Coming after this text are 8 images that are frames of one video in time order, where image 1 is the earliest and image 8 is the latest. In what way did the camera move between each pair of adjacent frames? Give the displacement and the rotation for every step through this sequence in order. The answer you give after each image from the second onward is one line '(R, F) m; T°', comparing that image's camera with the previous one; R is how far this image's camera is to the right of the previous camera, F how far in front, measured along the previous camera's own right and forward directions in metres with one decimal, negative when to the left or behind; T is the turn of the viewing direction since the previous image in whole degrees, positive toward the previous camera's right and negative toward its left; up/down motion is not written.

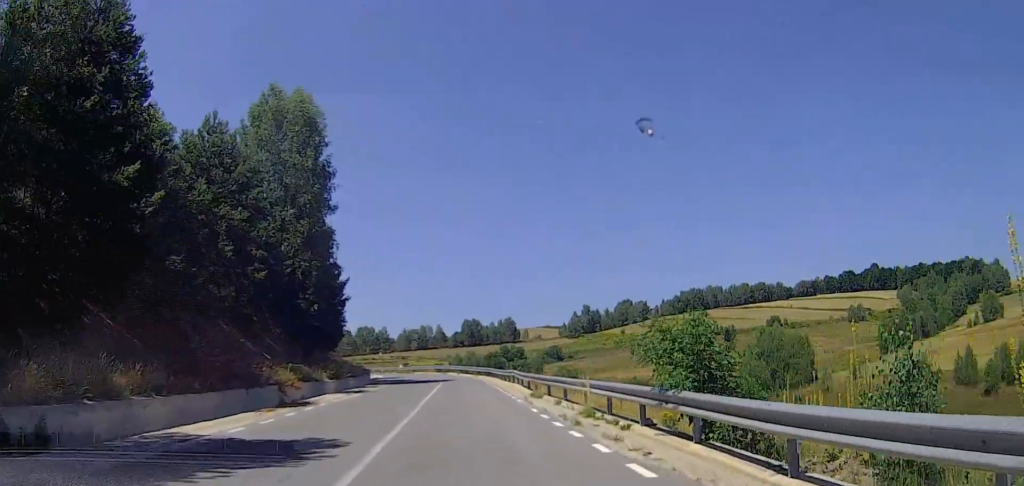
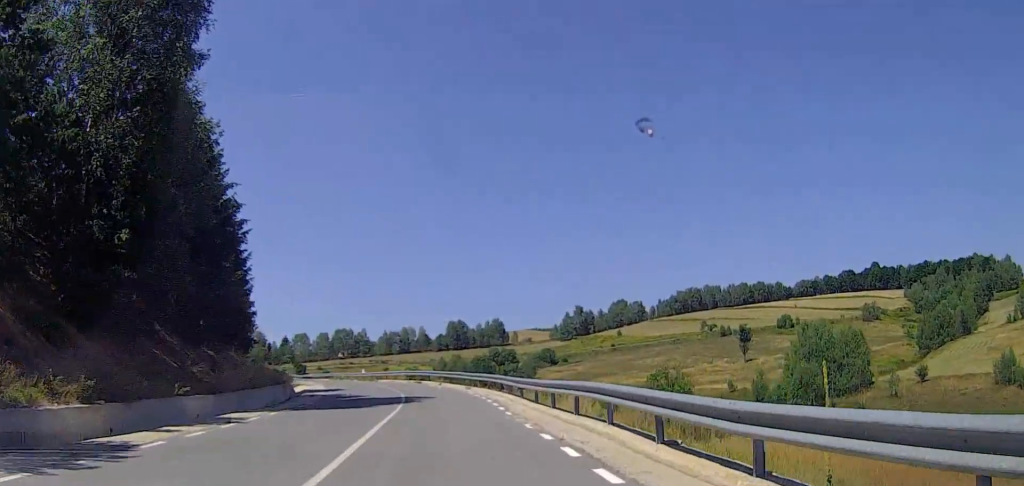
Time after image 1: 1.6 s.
(0.0, +24.0) m; 0°
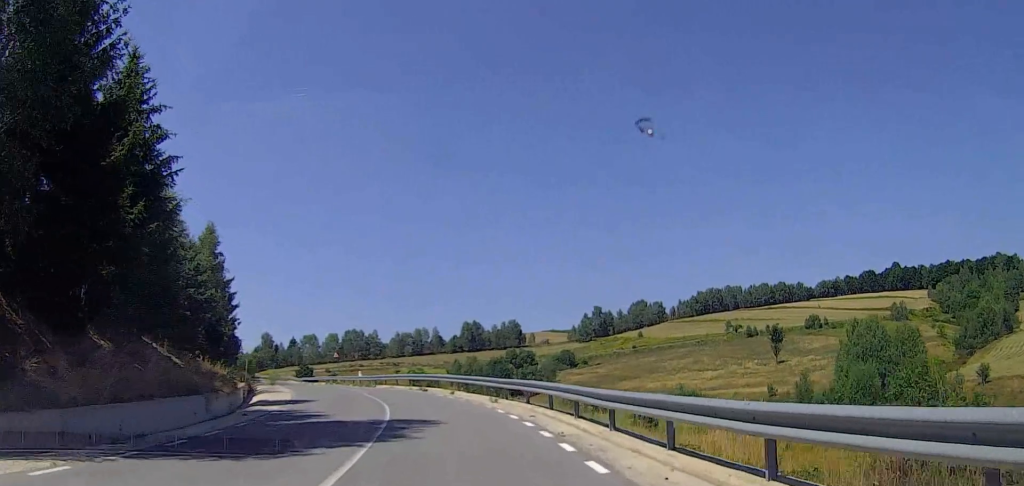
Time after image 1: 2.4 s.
(0.0, +12.0) m; 0°
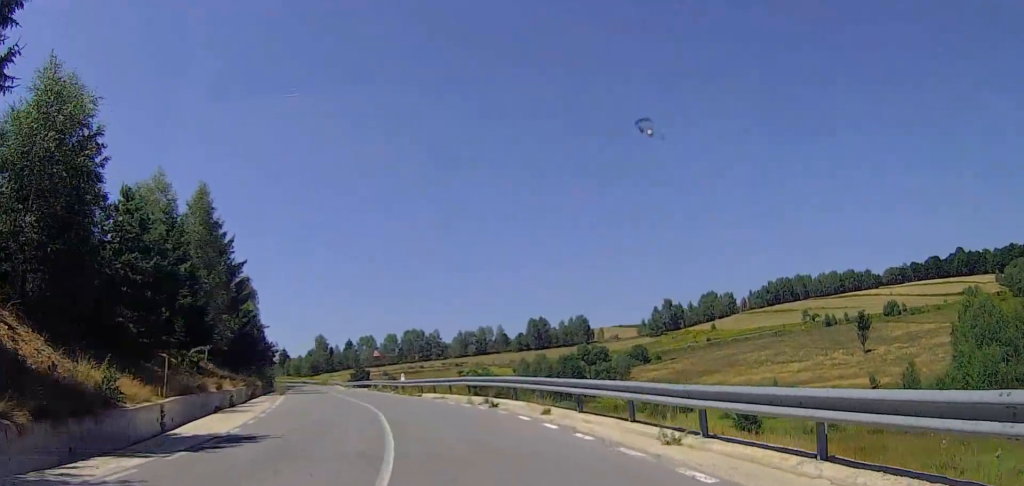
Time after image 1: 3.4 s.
(0.0, +14.4) m; 0°
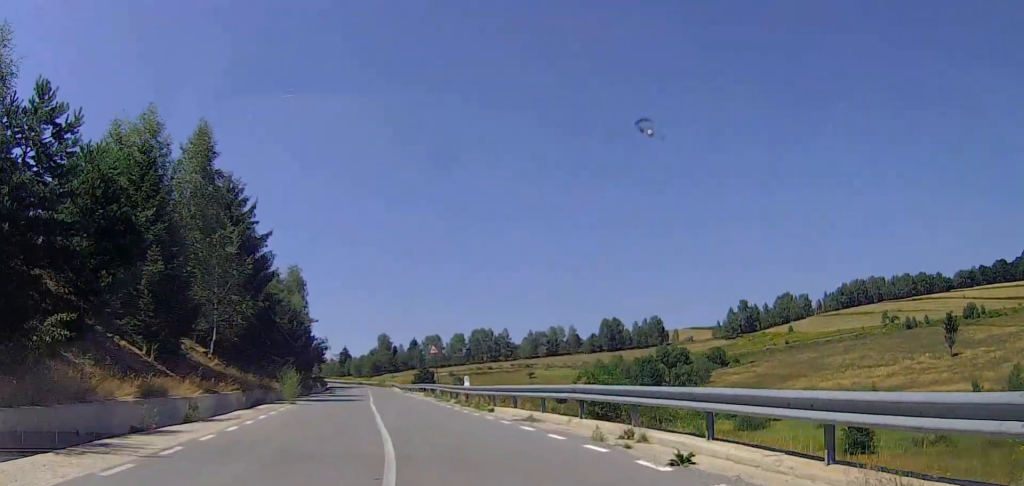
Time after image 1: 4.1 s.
(0.0, +12.1) m; 0°
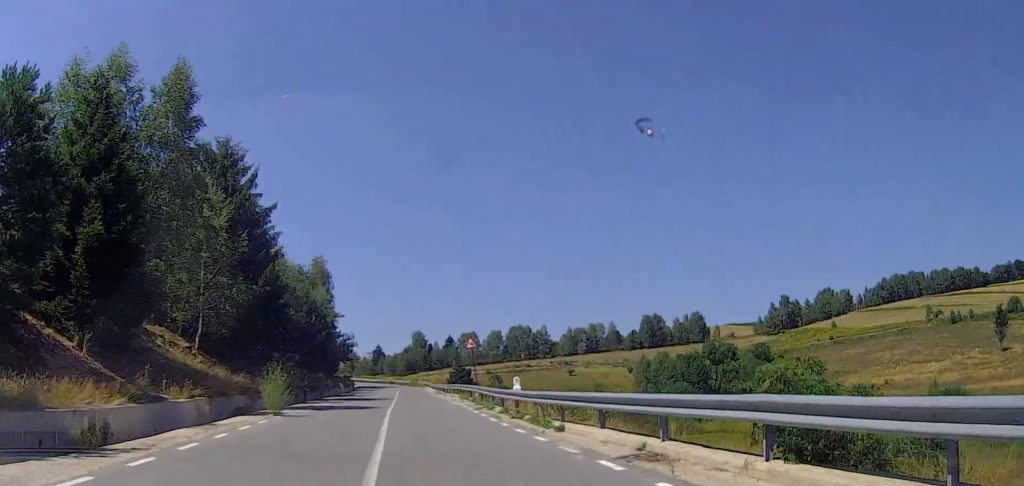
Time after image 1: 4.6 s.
(0.0, +7.8) m; 0°
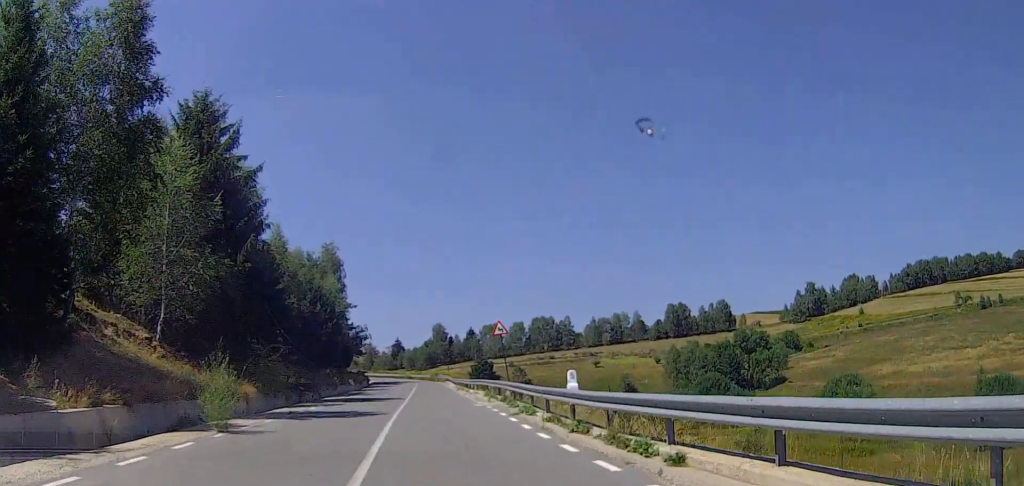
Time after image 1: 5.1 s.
(0.0, +6.8) m; 0°
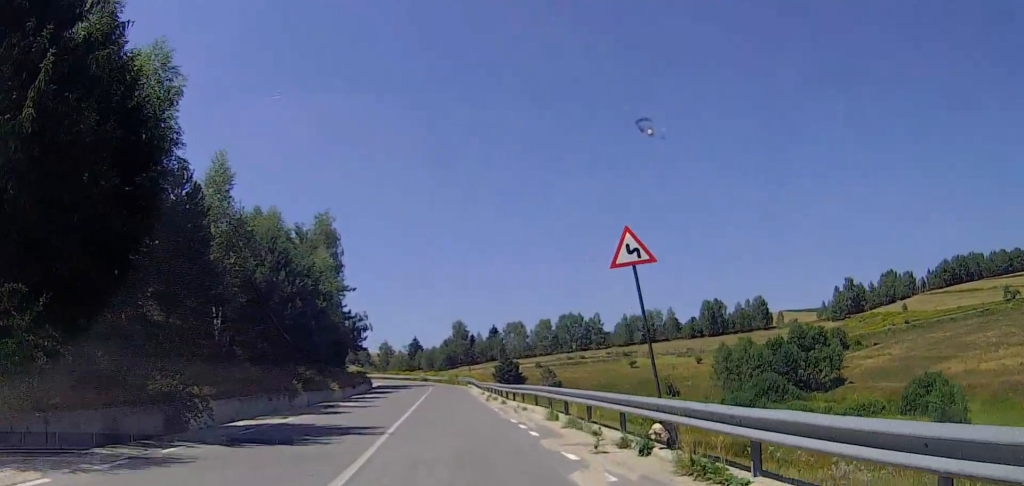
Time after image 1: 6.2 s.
(0.0, +17.8) m; 0°
